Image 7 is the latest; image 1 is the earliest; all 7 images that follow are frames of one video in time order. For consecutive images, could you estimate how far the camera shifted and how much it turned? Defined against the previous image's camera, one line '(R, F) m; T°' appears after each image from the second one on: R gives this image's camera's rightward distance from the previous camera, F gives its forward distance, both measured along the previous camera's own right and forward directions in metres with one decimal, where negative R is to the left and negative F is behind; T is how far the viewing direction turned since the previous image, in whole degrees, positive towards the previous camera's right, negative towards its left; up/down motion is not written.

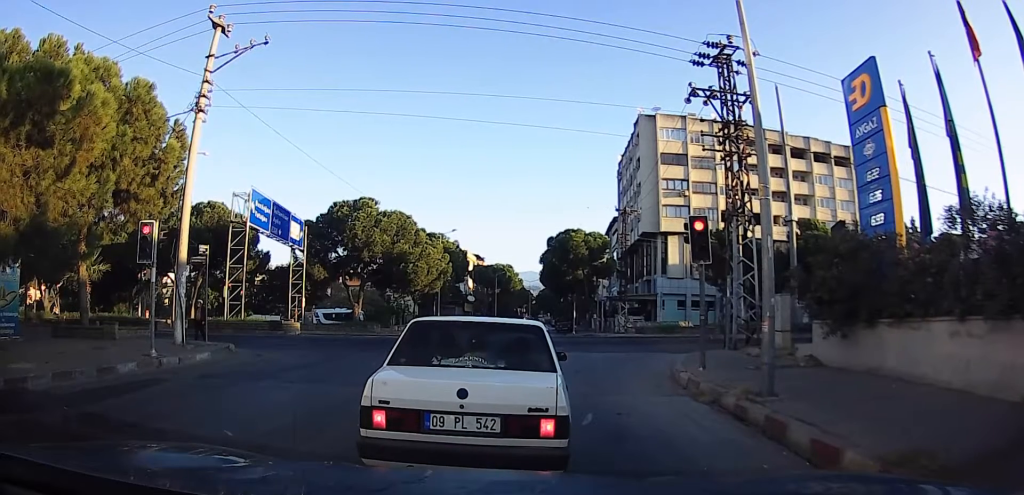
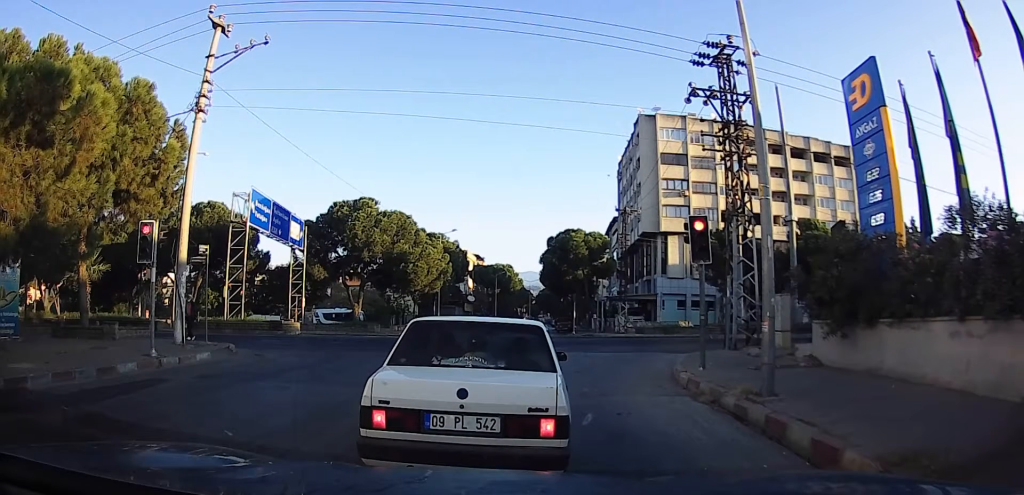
(0.0, -0.1) m; 0°
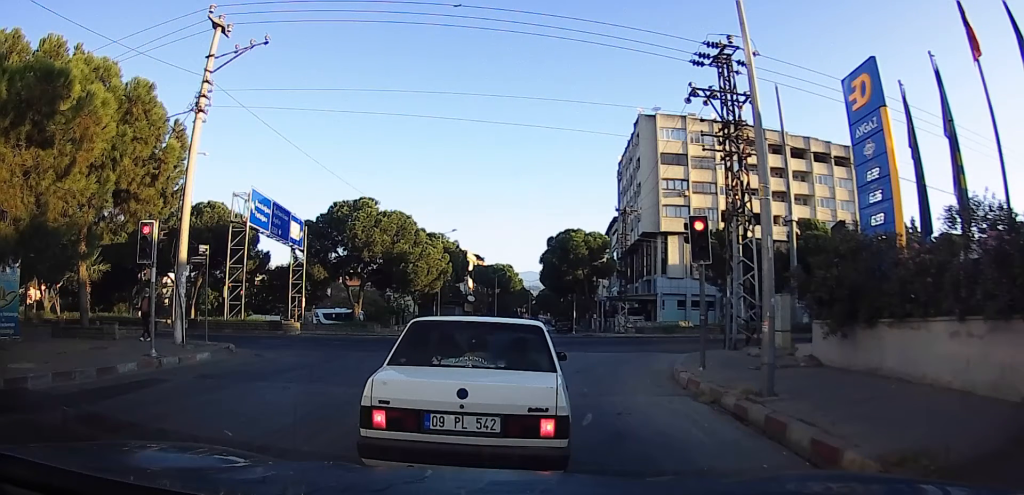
(0.0, 0.0) m; 0°
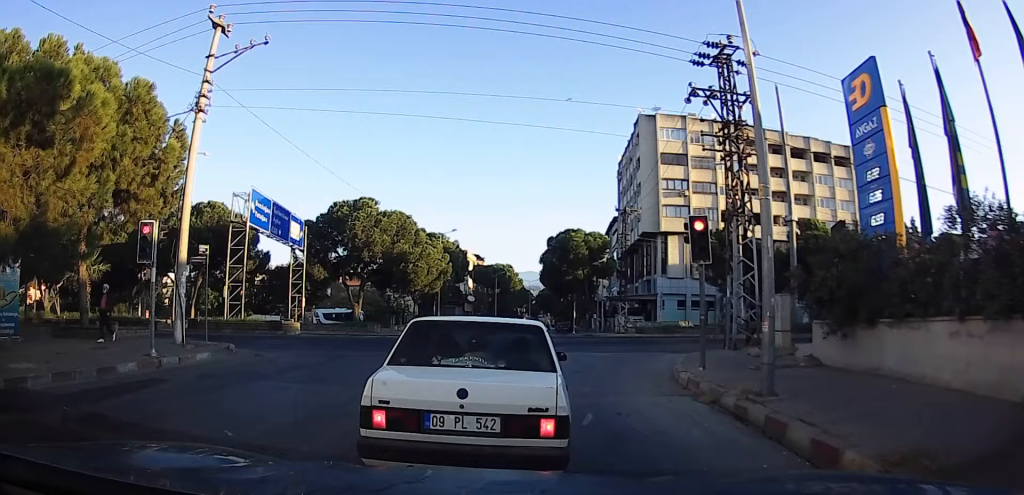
(0.0, 0.0) m; 0°
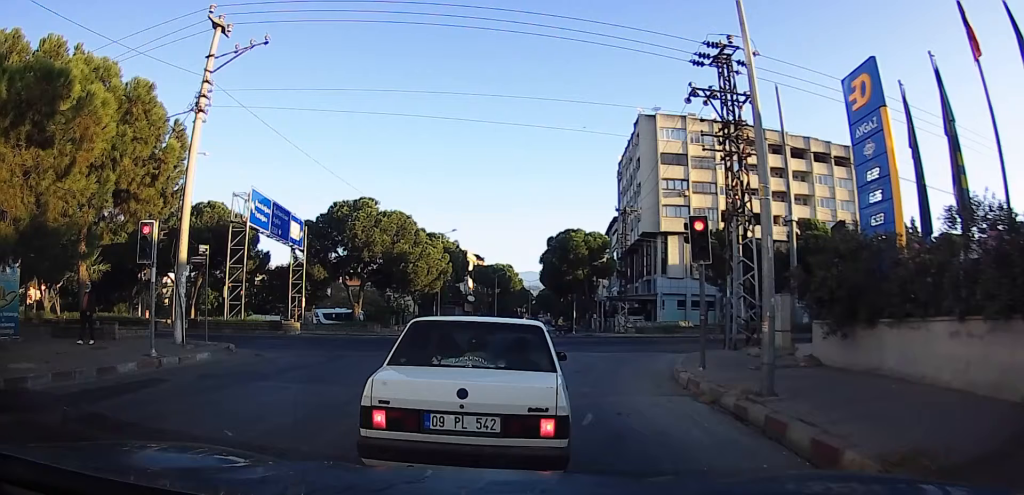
(0.0, 0.0) m; 0°
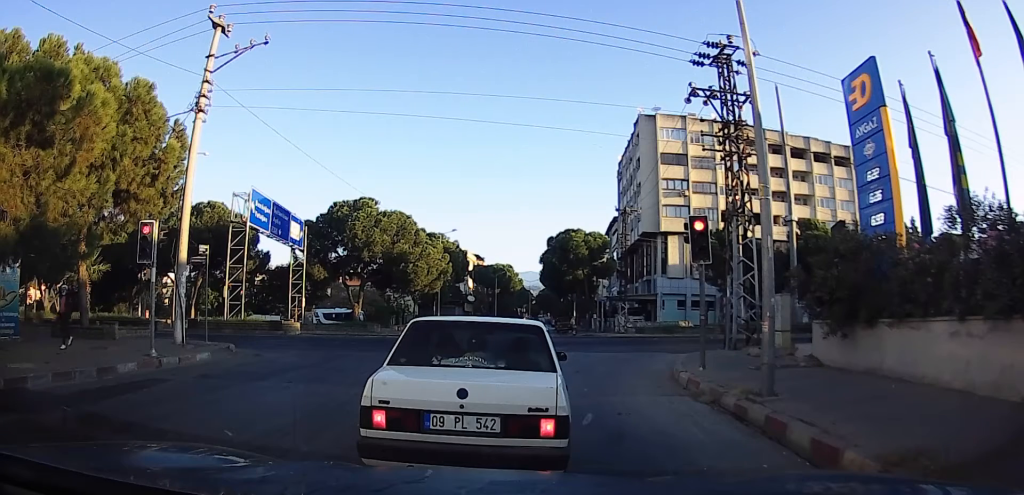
(0.0, 0.0) m; 0°
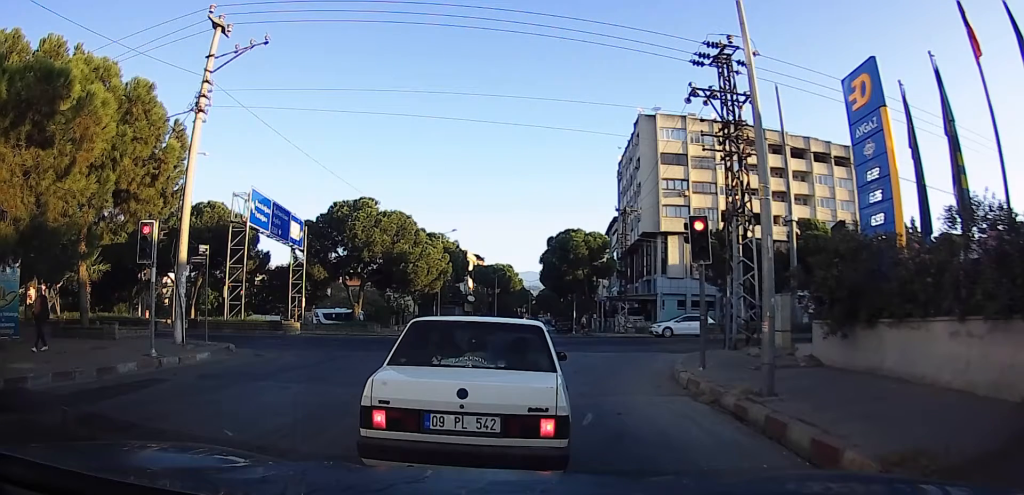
(0.0, 0.0) m; 0°
